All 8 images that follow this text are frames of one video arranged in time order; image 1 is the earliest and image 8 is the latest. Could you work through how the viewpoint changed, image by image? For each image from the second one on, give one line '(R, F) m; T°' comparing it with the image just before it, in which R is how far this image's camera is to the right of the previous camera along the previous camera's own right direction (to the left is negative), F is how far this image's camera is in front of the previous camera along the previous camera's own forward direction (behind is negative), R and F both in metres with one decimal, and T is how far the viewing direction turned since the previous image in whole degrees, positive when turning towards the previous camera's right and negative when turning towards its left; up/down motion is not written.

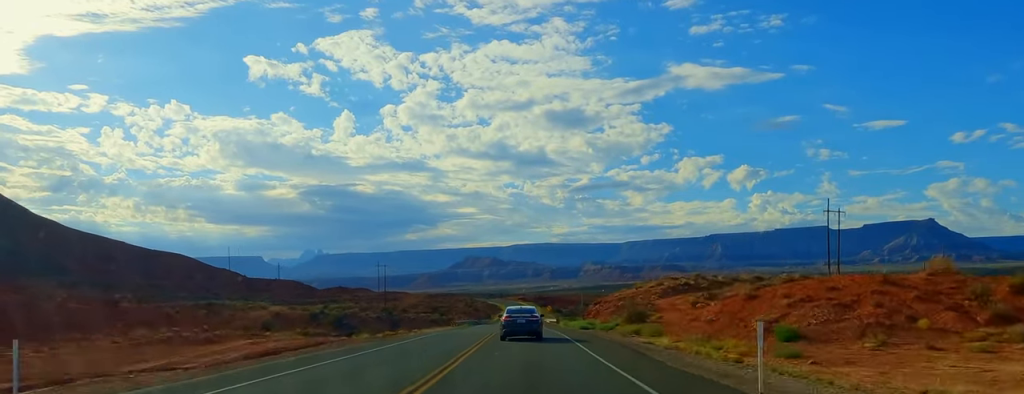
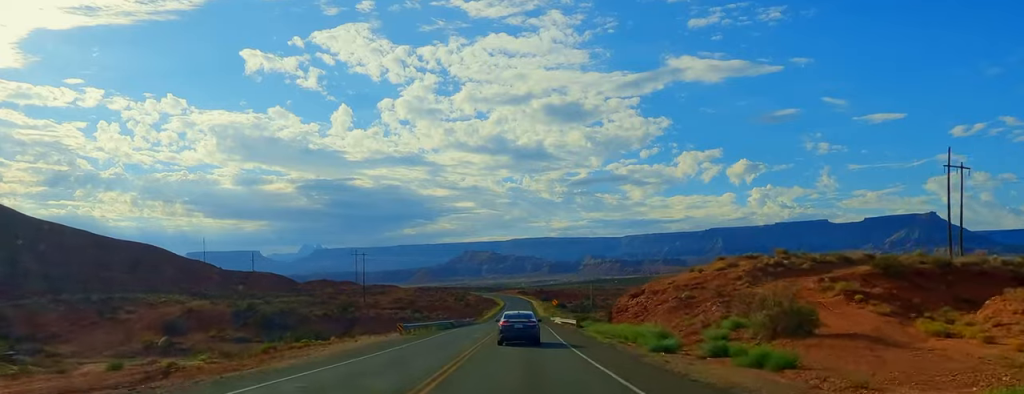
(0.0, +37.5) m; 0°
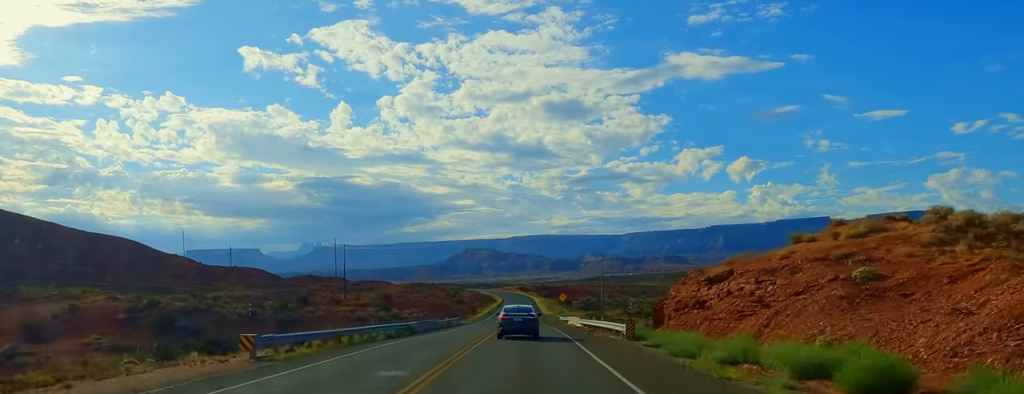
(-0.6, +28.5) m; 0°
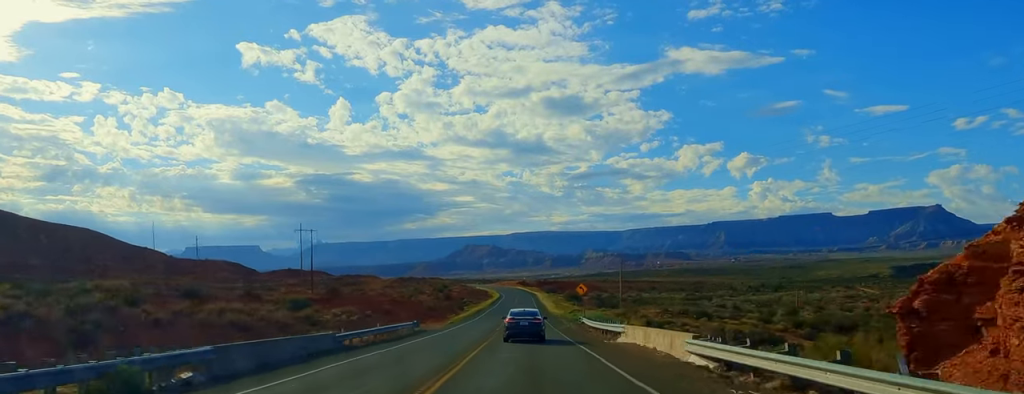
(+0.1, +36.1) m; 0°
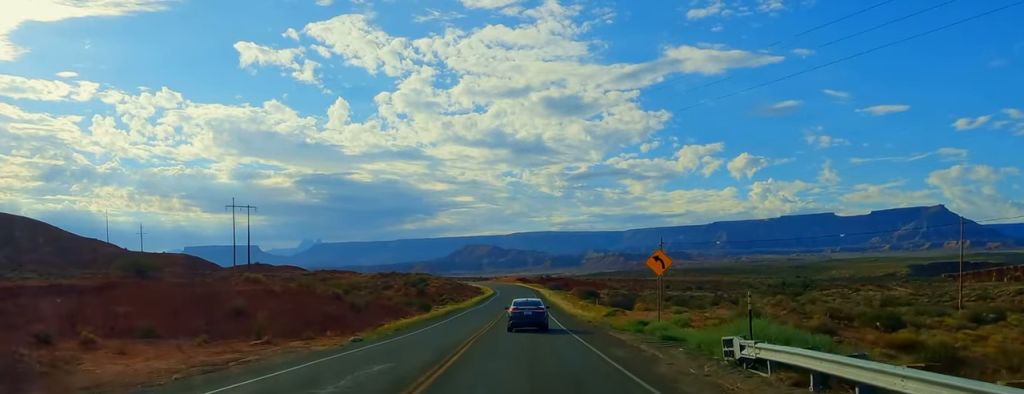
(+1.1, +44.6) m; 0°
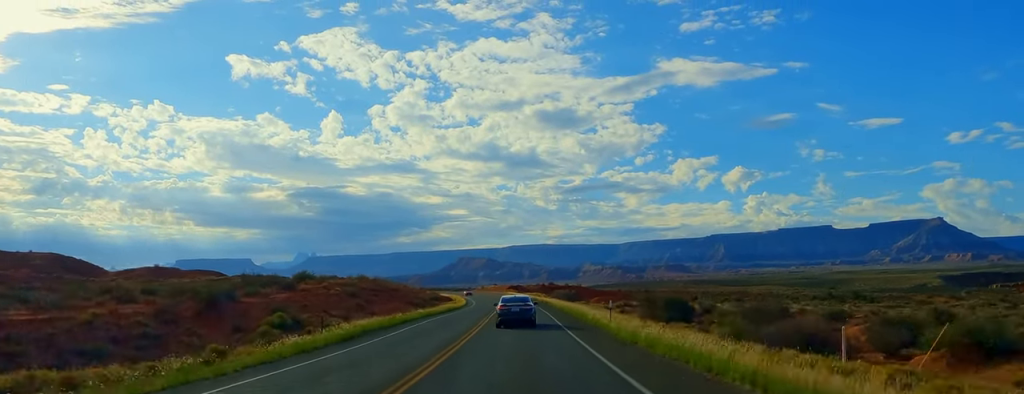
(-0.5, +83.9) m; 0°
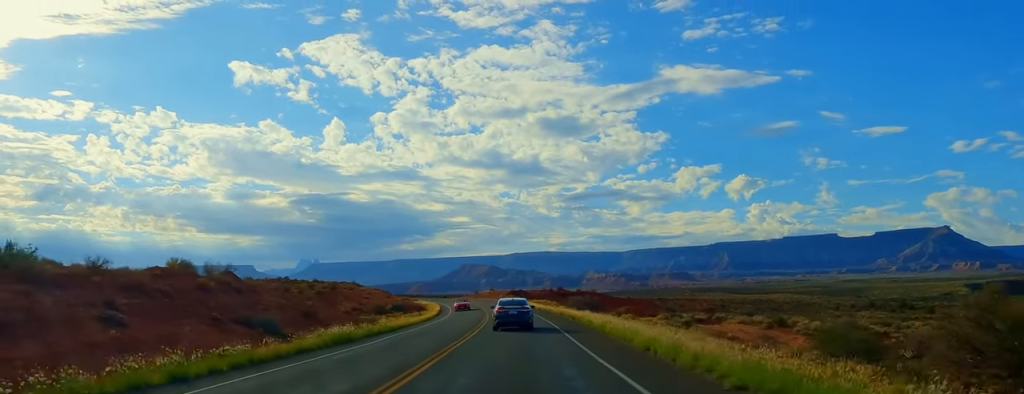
(0.0, +44.8) m; -1°
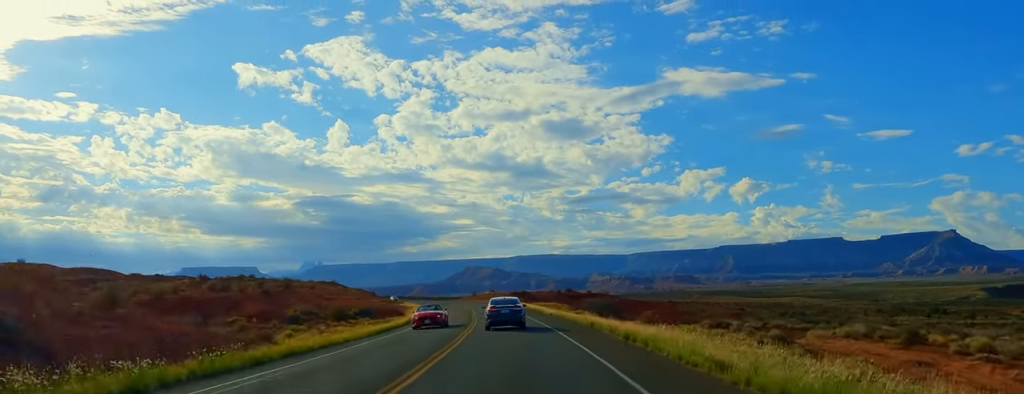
(-0.3, +22.4) m; -1°
